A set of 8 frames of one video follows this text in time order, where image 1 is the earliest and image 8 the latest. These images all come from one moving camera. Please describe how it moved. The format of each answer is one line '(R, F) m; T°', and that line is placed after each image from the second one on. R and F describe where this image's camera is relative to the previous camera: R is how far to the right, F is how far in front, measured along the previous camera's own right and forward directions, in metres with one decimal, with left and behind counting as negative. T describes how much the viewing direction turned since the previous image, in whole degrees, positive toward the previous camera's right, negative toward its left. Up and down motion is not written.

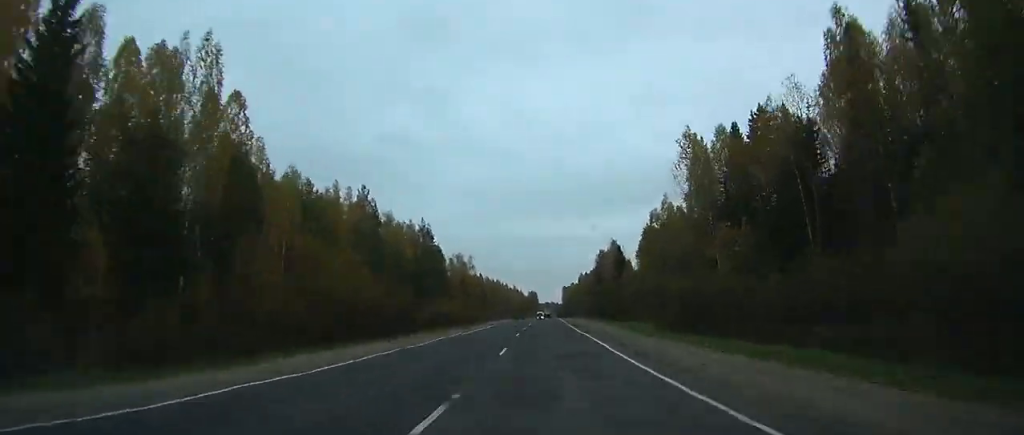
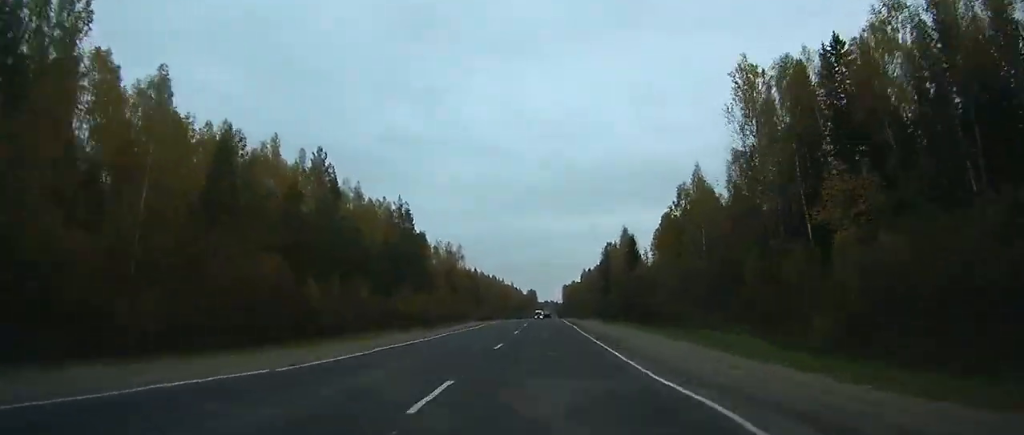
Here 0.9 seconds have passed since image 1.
(0.0, +23.2) m; 0°
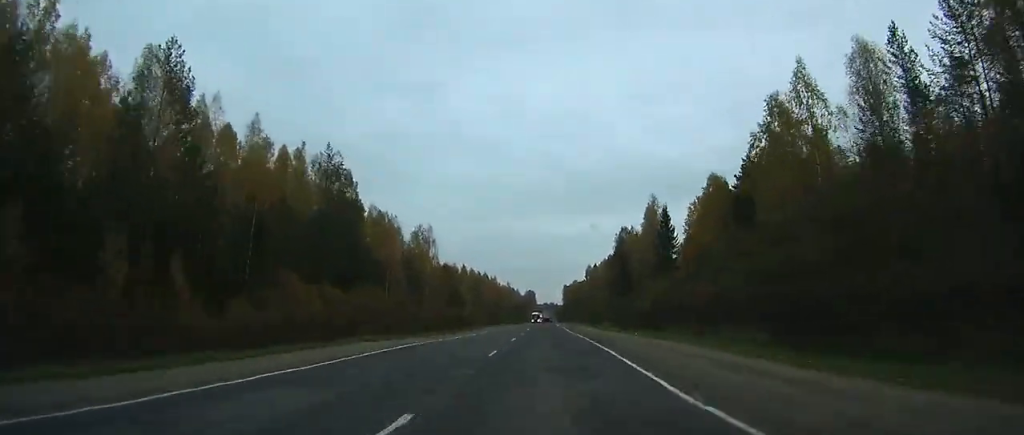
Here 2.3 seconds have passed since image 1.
(0.0, +38.4) m; 0°
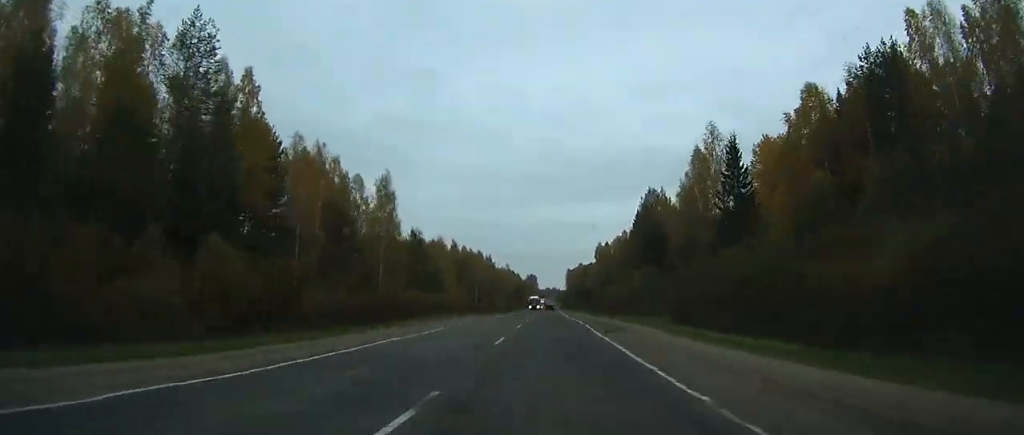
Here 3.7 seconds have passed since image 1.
(-0.1, +32.5) m; 0°
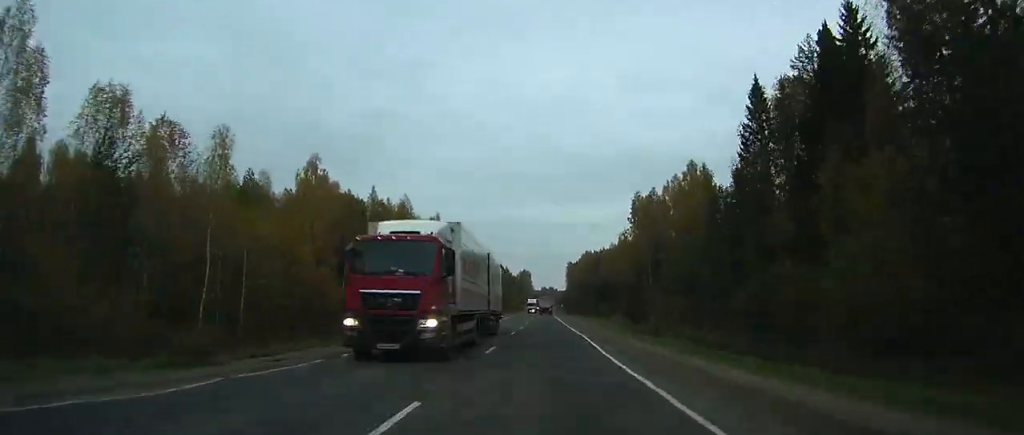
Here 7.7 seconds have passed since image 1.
(+0.4, +93.7) m; 0°
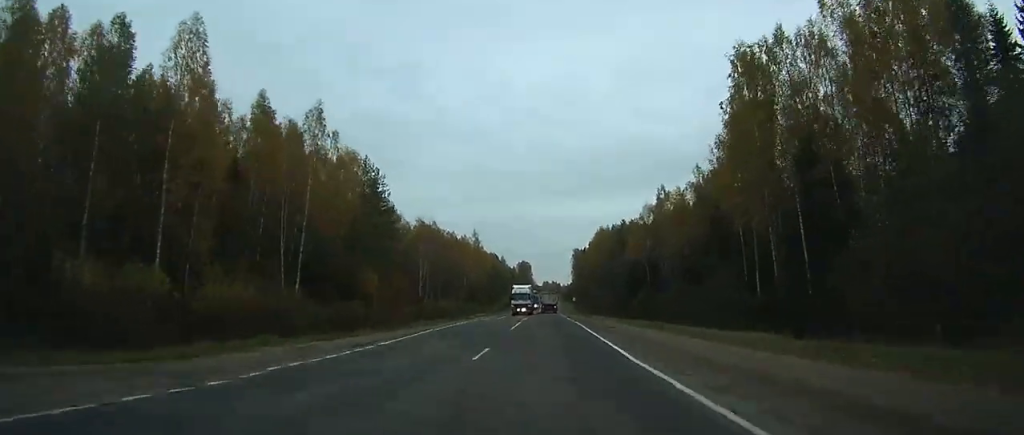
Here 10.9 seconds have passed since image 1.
(-0.4, +67.4) m; 0°
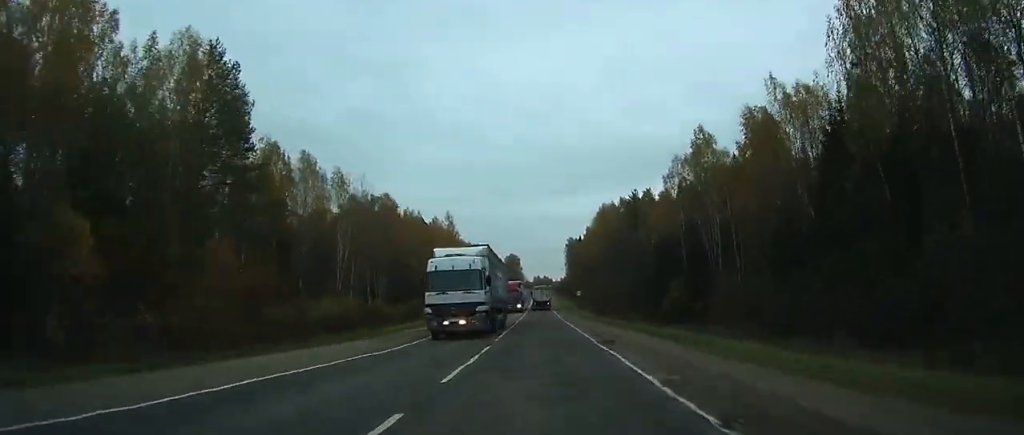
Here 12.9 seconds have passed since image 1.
(+0.2, +39.4) m; 0°
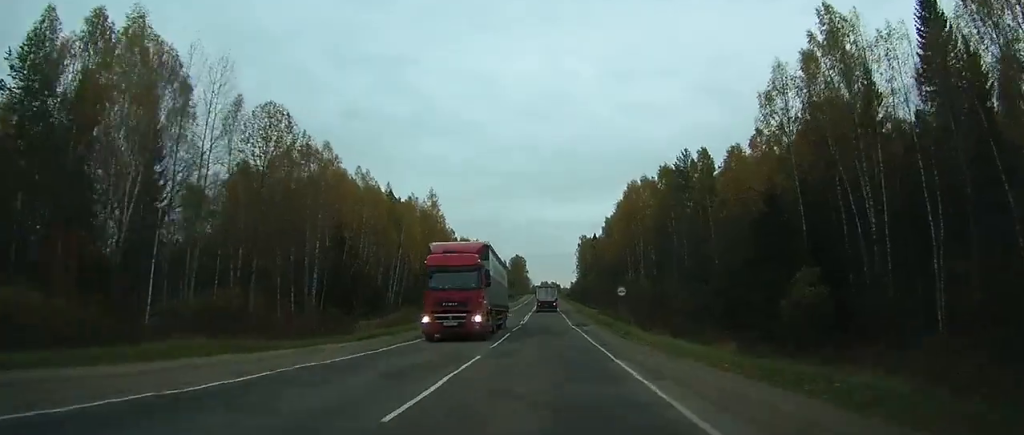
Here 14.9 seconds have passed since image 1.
(+0.1, +38.0) m; 0°
